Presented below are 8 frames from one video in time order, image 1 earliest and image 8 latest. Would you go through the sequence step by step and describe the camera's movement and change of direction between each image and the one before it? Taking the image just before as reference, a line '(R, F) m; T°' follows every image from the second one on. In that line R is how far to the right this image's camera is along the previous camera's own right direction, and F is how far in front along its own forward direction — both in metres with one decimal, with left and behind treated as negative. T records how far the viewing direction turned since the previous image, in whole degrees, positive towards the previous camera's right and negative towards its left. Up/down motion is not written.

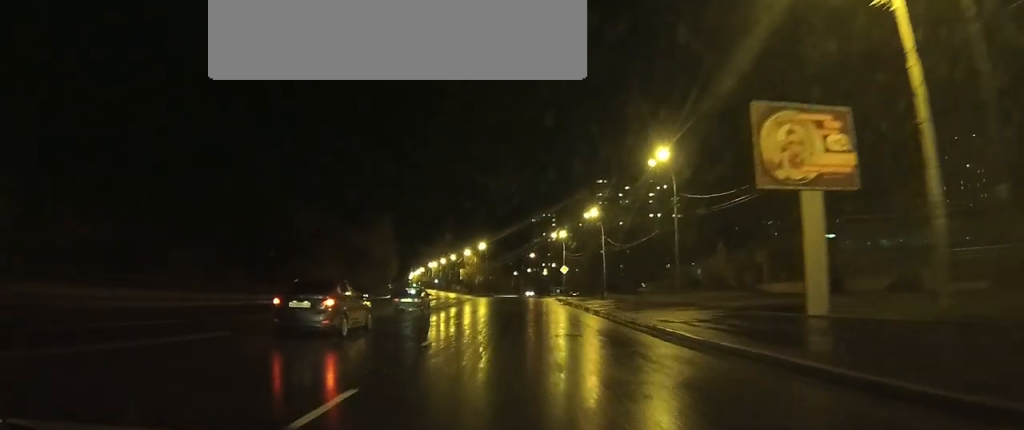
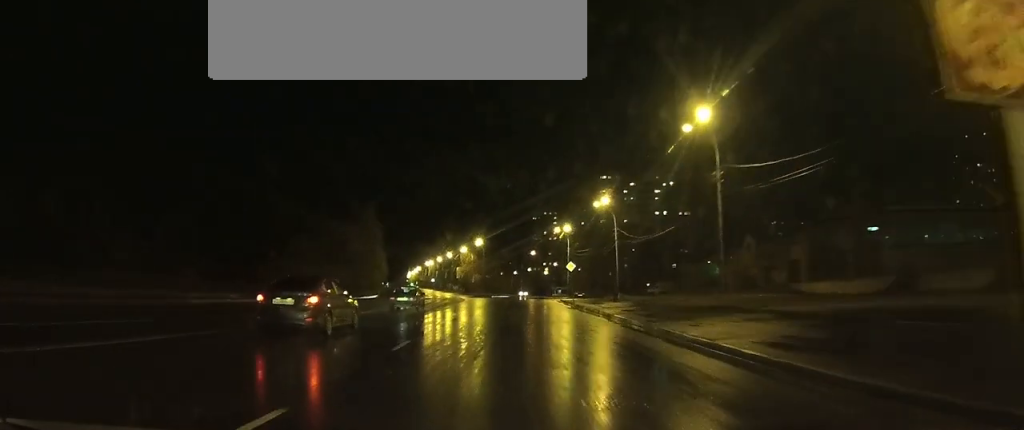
(+0.1, +9.7) m; 0°
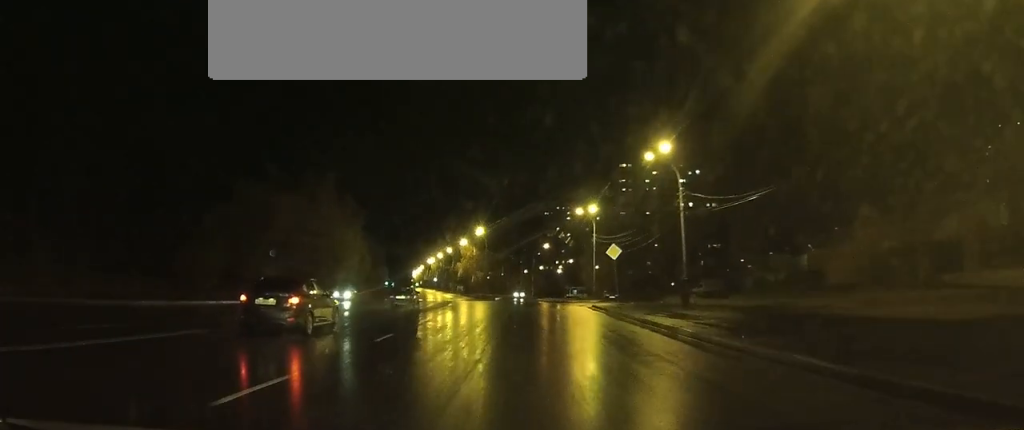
(0.0, +22.1) m; -1°
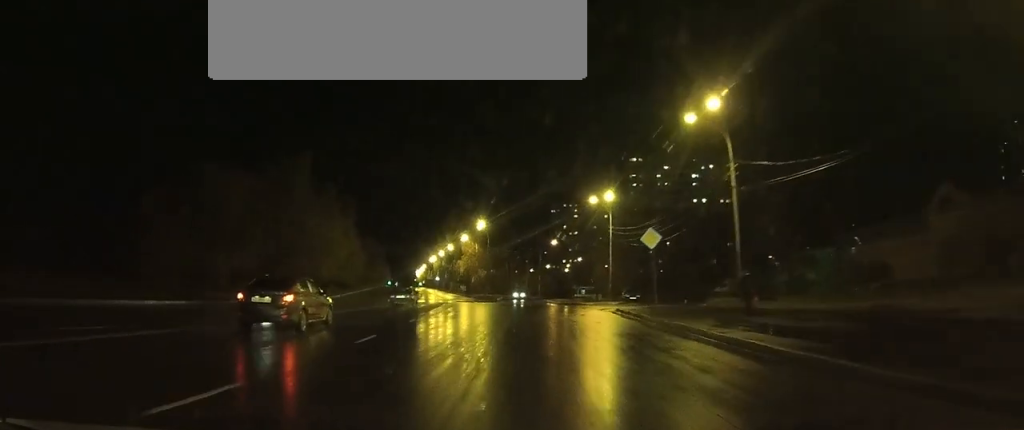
(-0.1, +8.7) m; 0°
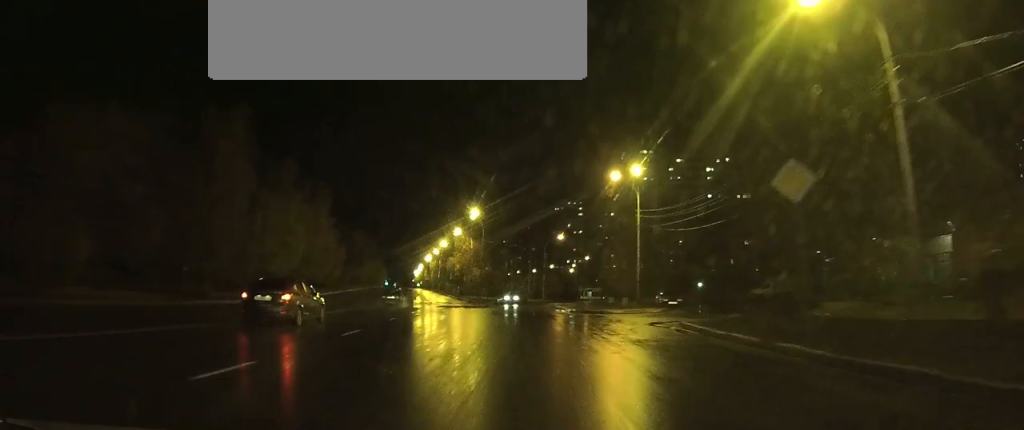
(0.0, +13.5) m; 0°
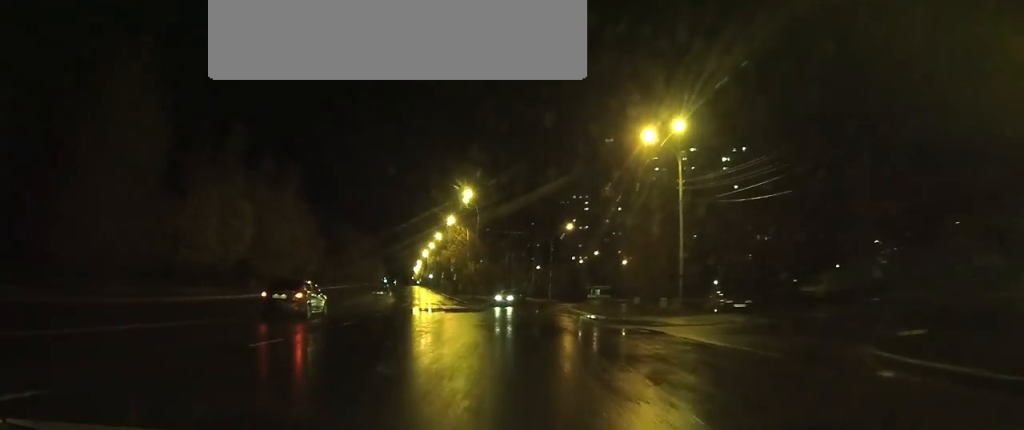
(0.0, +11.7) m; +1°
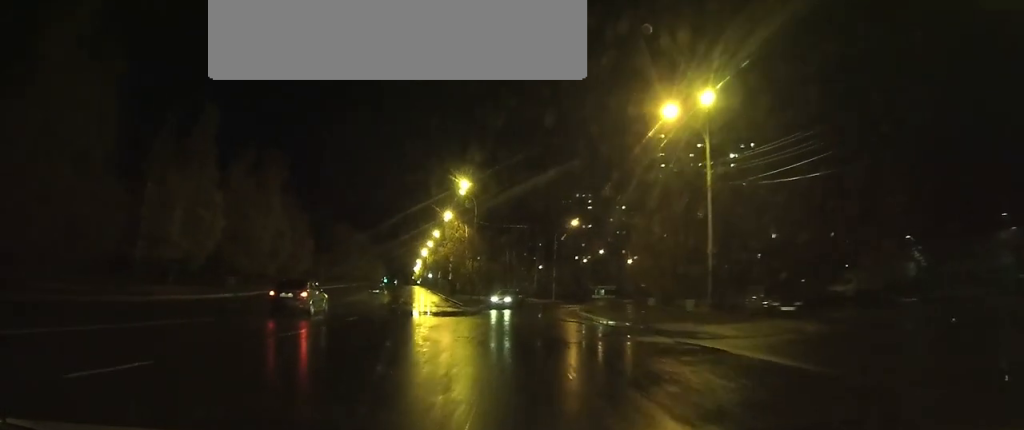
(0.0, +4.9) m; 0°
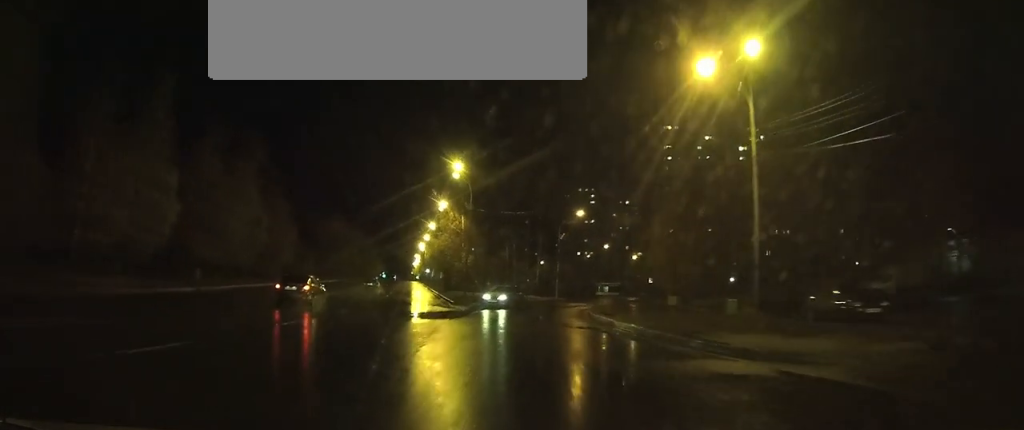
(0.0, +5.8) m; 0°
